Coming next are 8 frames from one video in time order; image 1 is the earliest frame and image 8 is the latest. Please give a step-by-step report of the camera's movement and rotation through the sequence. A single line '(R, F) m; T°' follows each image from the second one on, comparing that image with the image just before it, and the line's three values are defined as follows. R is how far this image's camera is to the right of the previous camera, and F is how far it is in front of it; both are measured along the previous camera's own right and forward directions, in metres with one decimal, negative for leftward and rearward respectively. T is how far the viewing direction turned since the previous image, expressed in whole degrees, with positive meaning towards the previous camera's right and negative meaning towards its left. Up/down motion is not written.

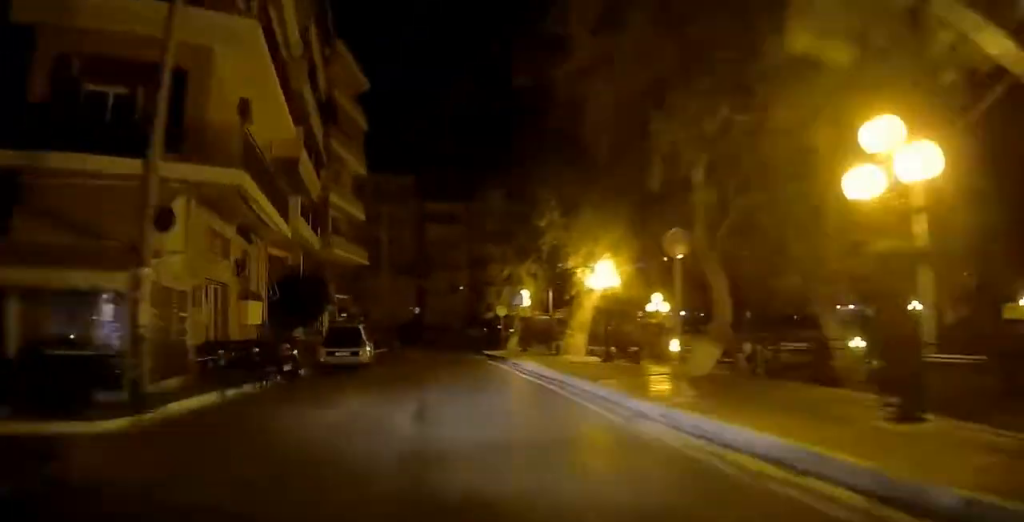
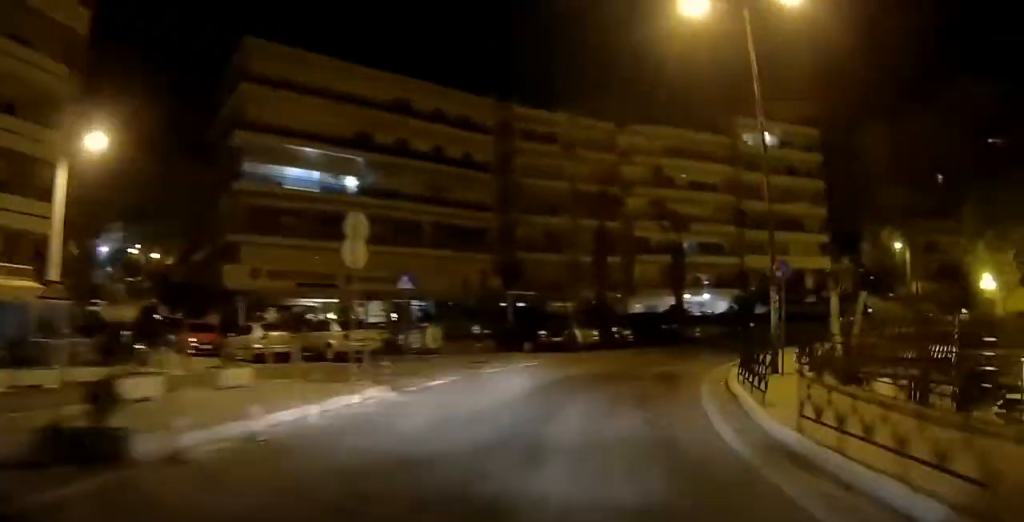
(+18.4, +53.4) m; +60°
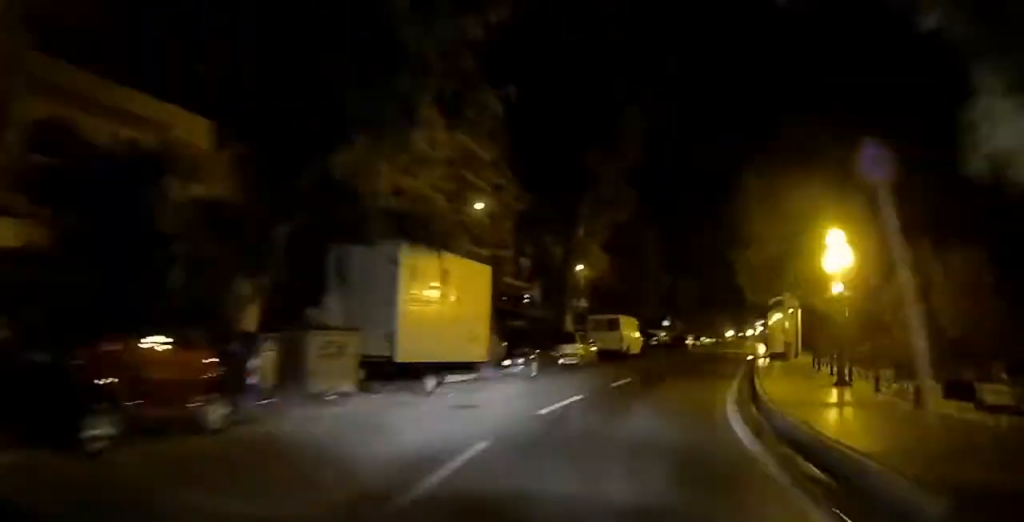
(+32.3, +40.5) m; +57°
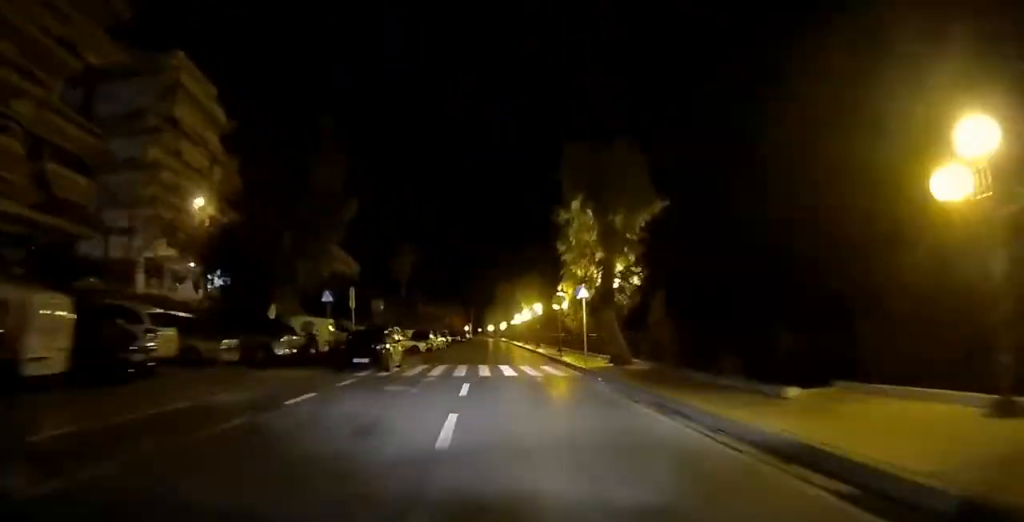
(+9.0, +39.2) m; +15°
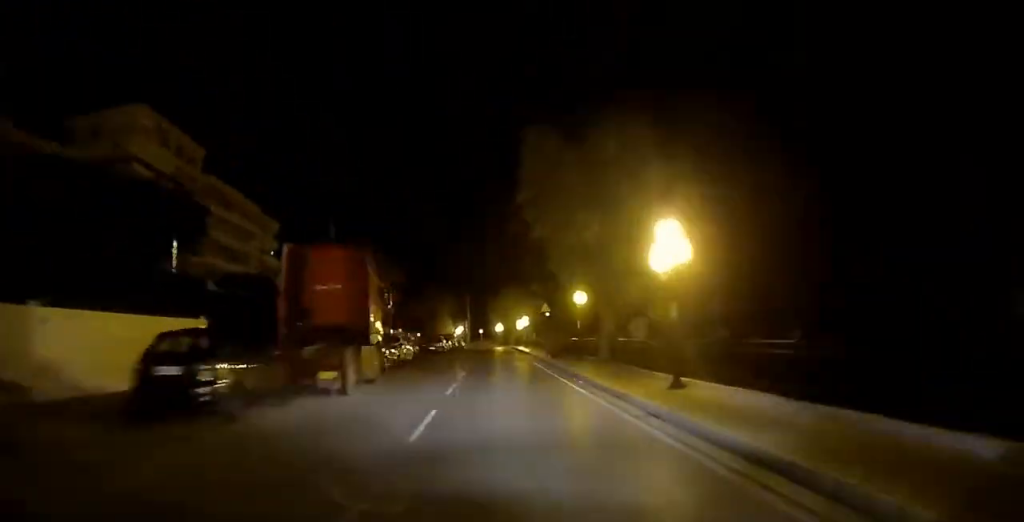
(+2.6, +65.4) m; -1°
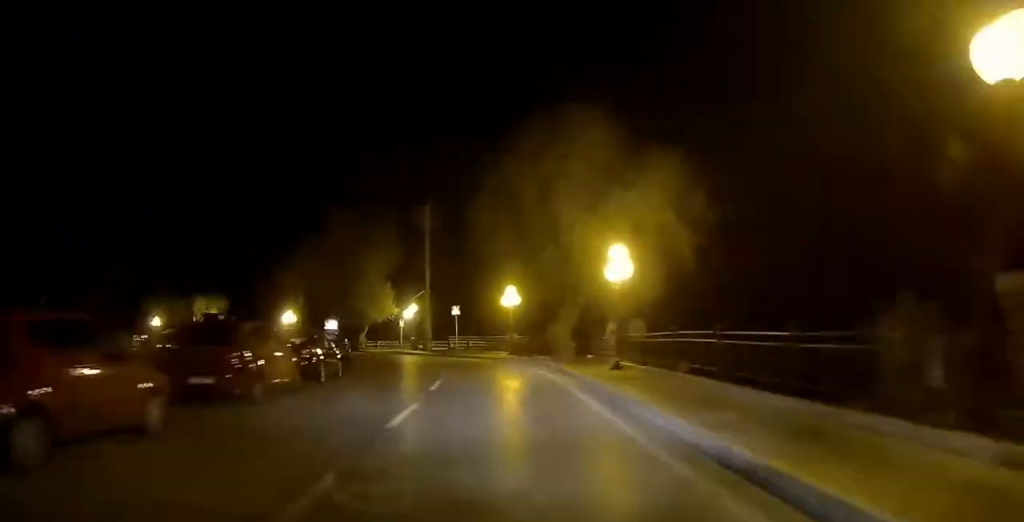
(-5.2, +65.1) m; -20°
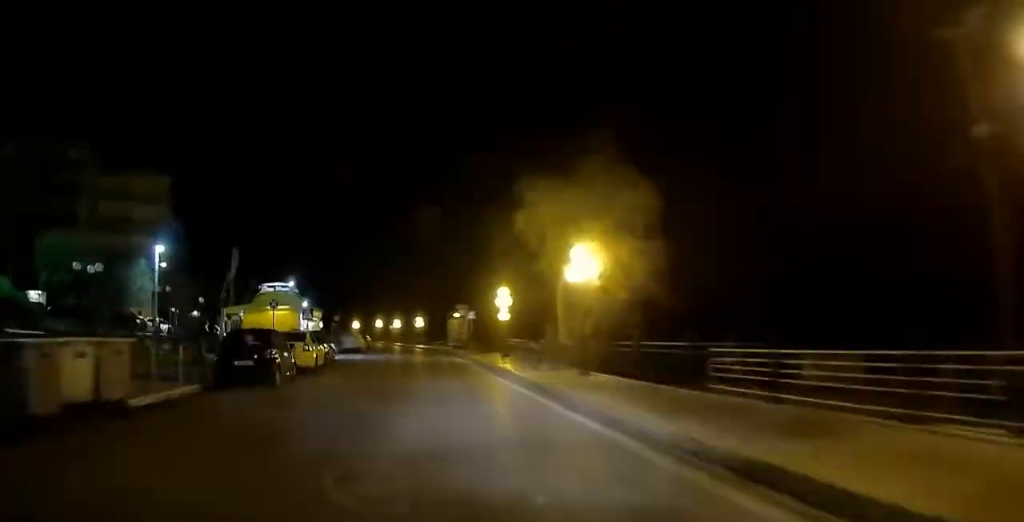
(-13.6, +56.4) m; -29°
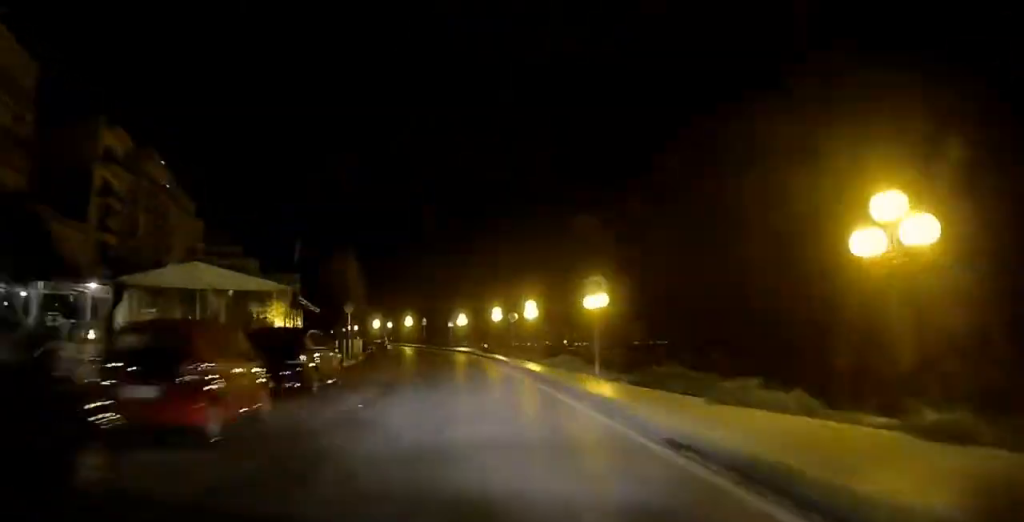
(-12.7, +53.3) m; -20°
